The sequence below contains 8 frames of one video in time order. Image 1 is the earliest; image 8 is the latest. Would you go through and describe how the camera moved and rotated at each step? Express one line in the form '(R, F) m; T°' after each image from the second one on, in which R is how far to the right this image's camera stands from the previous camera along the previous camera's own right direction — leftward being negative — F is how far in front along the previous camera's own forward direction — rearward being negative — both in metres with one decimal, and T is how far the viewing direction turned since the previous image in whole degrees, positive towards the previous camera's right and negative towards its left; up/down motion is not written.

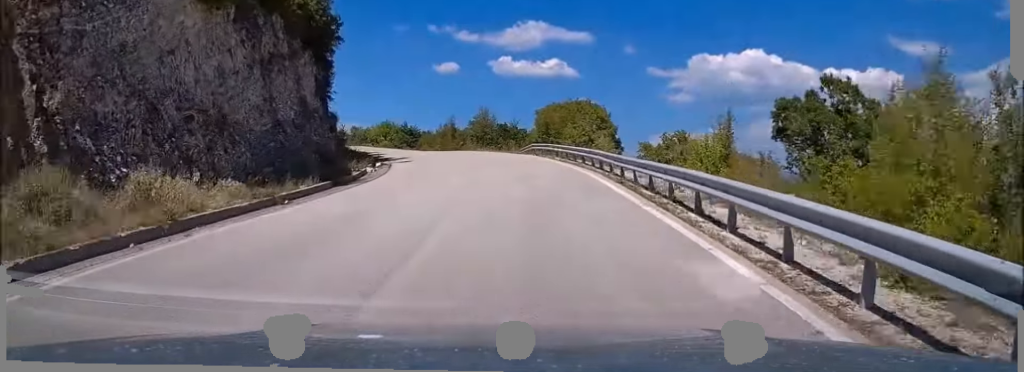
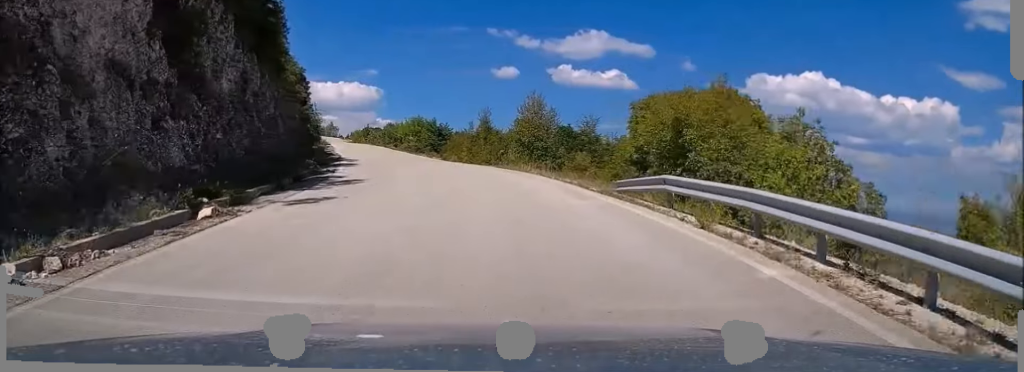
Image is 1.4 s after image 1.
(+0.2, +25.2) m; -3°
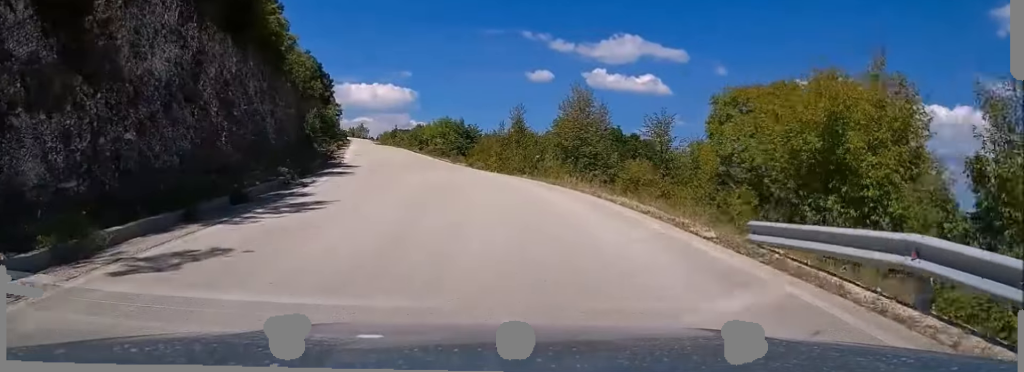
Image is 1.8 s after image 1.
(-0.3, +8.0) m; -3°
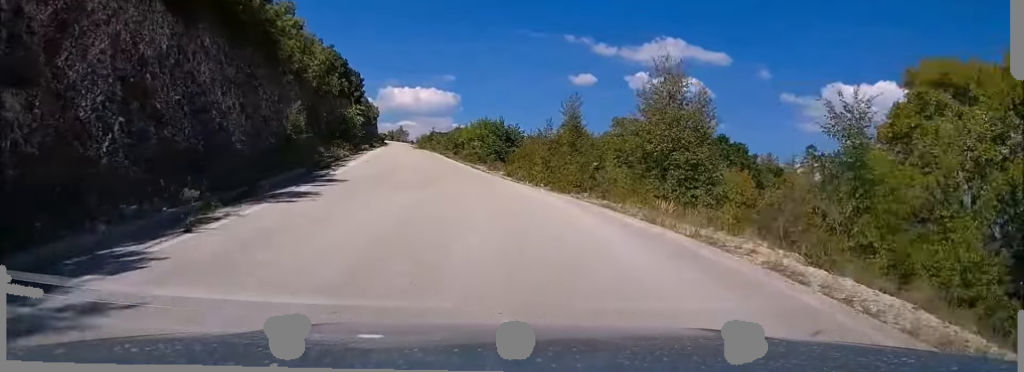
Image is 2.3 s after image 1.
(0.0, +9.2) m; -3°
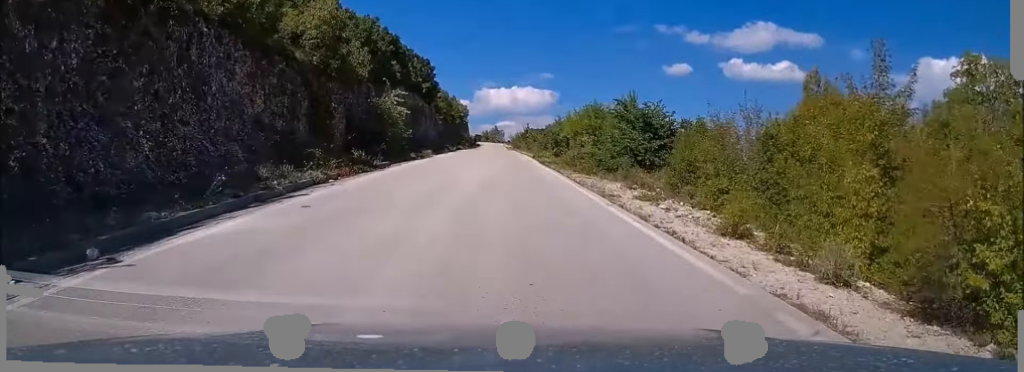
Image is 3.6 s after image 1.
(-2.2, +24.8) m; -8°
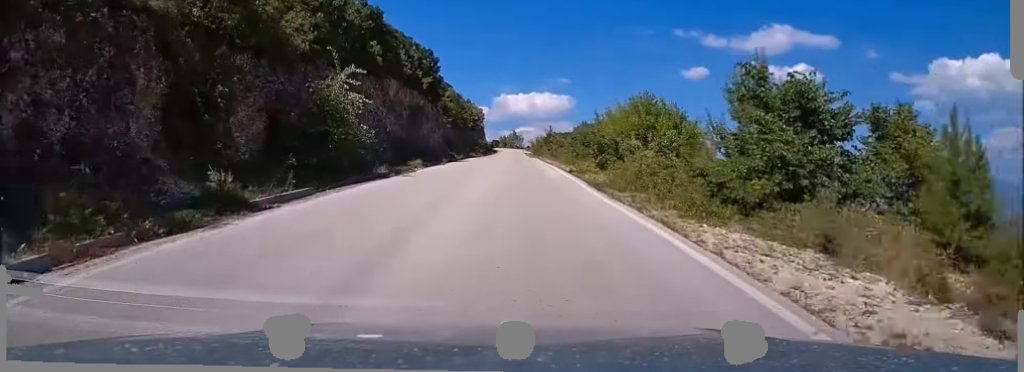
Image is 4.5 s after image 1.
(-0.7, +17.3) m; -3°
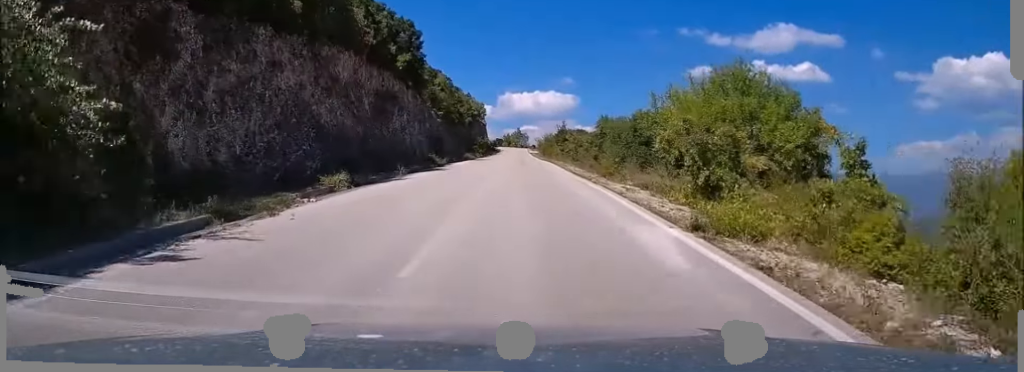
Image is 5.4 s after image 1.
(-0.2, +19.4) m; -1°
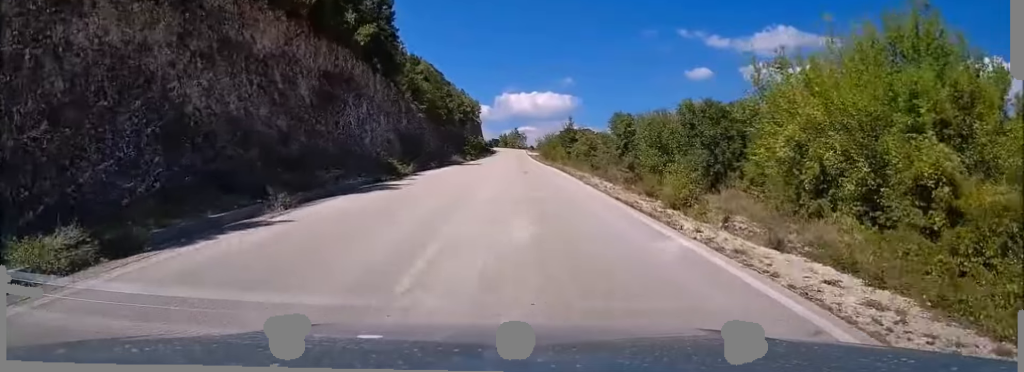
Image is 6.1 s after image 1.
(-0.1, +14.8) m; 0°
